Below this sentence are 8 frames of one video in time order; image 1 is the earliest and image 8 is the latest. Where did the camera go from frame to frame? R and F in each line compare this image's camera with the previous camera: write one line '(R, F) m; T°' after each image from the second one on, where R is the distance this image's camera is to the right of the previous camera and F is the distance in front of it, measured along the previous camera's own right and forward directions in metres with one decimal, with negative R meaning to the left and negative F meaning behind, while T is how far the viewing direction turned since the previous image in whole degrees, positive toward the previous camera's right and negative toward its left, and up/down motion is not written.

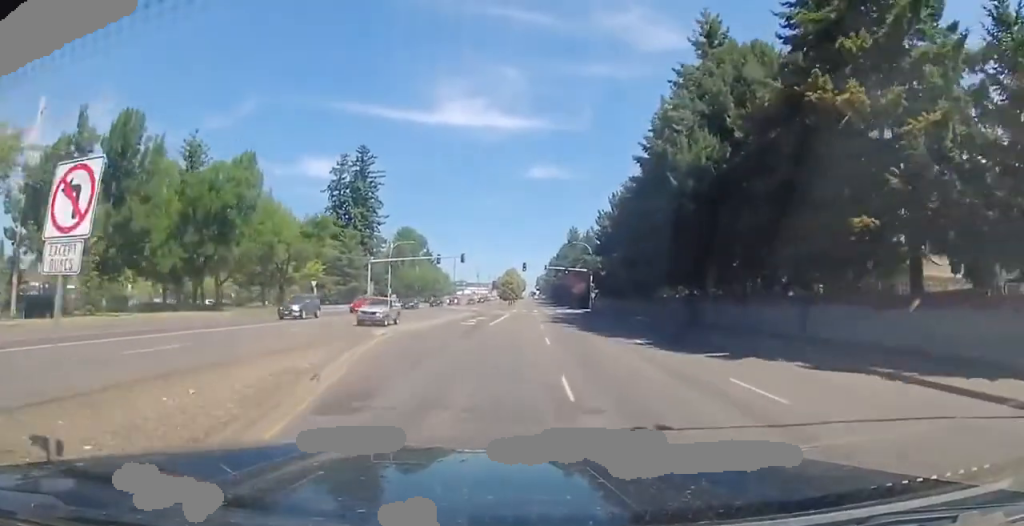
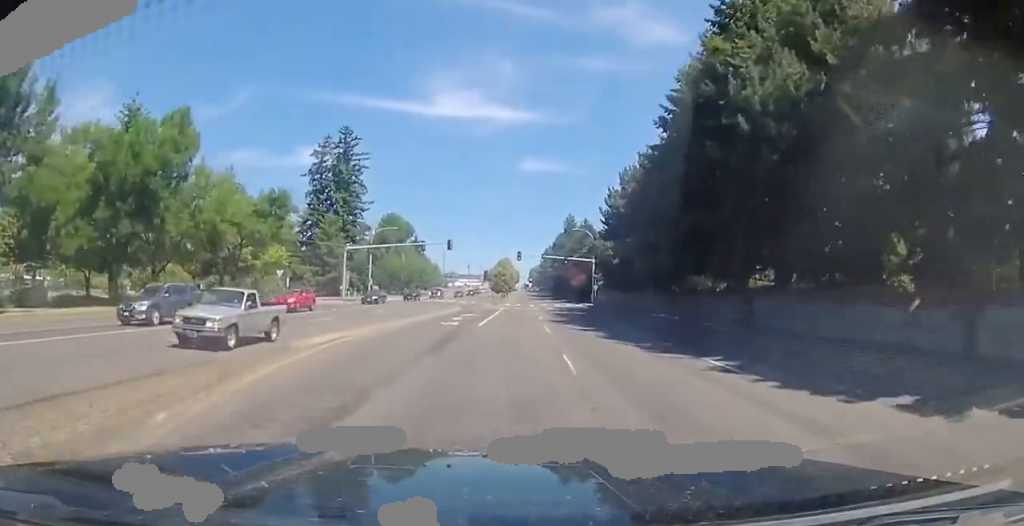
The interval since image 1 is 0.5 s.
(-0.2, +9.4) m; 0°
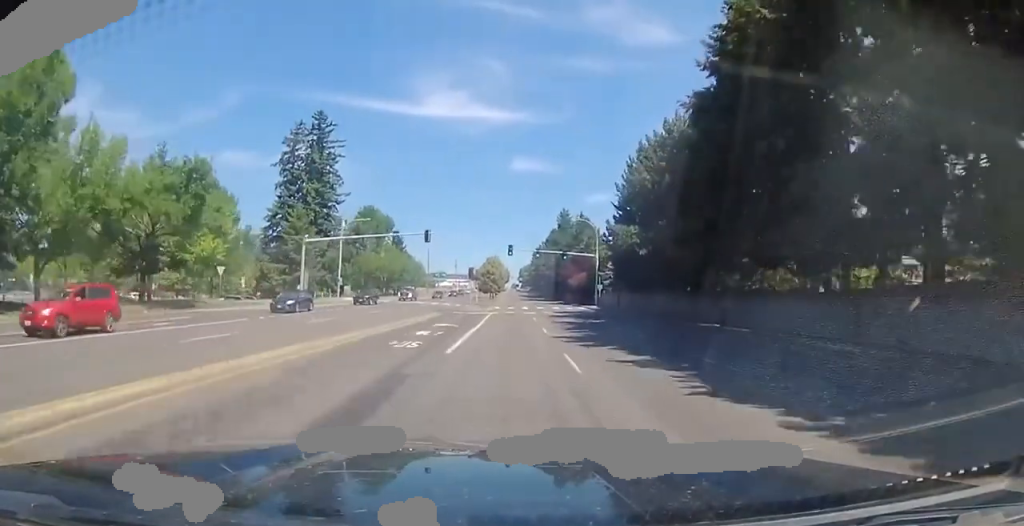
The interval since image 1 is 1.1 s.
(+0.3, +12.3) m; +1°
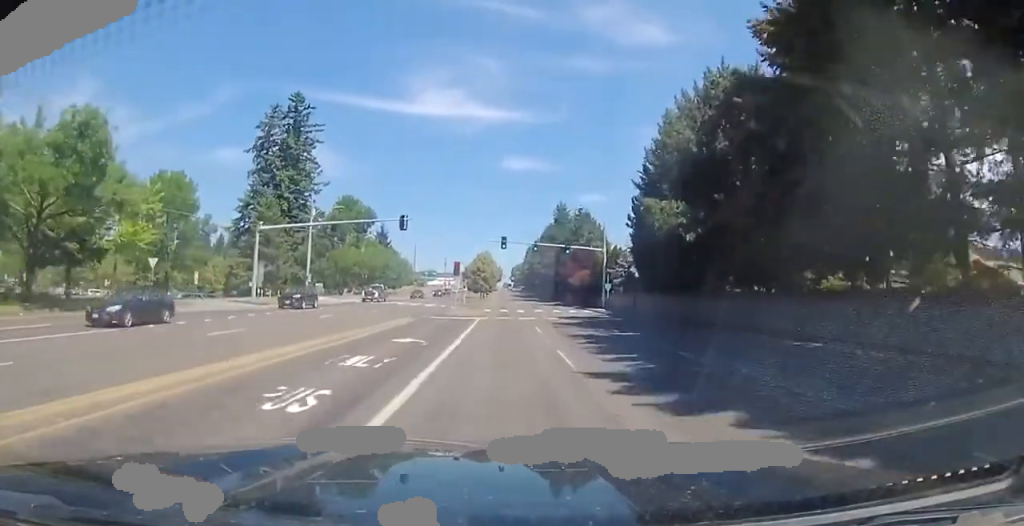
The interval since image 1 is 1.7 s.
(+0.1, +10.5) m; +1°
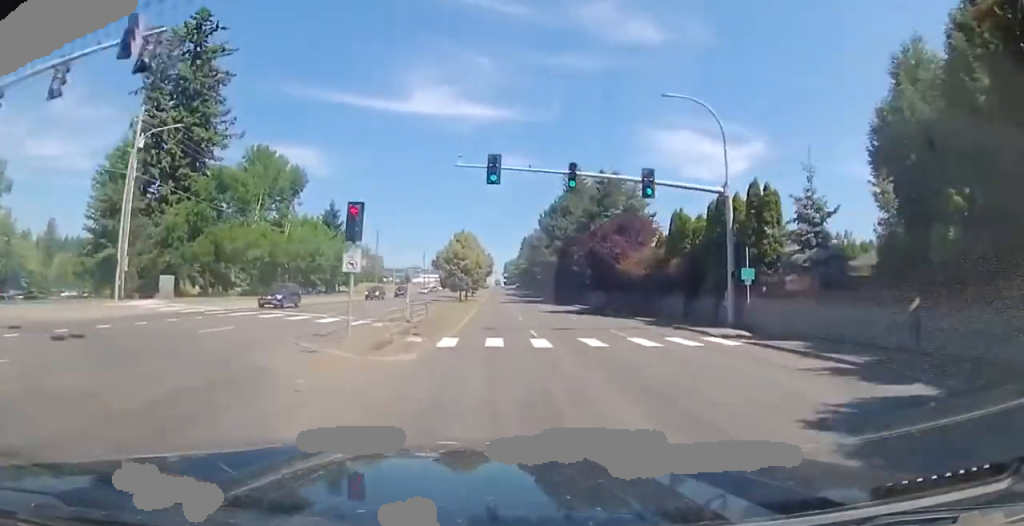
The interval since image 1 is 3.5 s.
(+1.2, +37.0) m; +1°
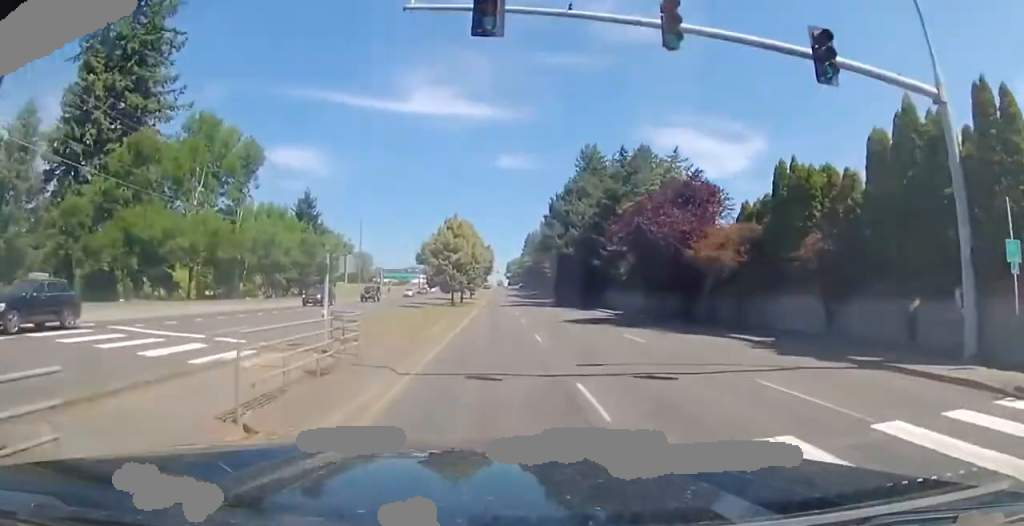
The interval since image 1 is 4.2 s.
(-0.5, +15.2) m; -2°
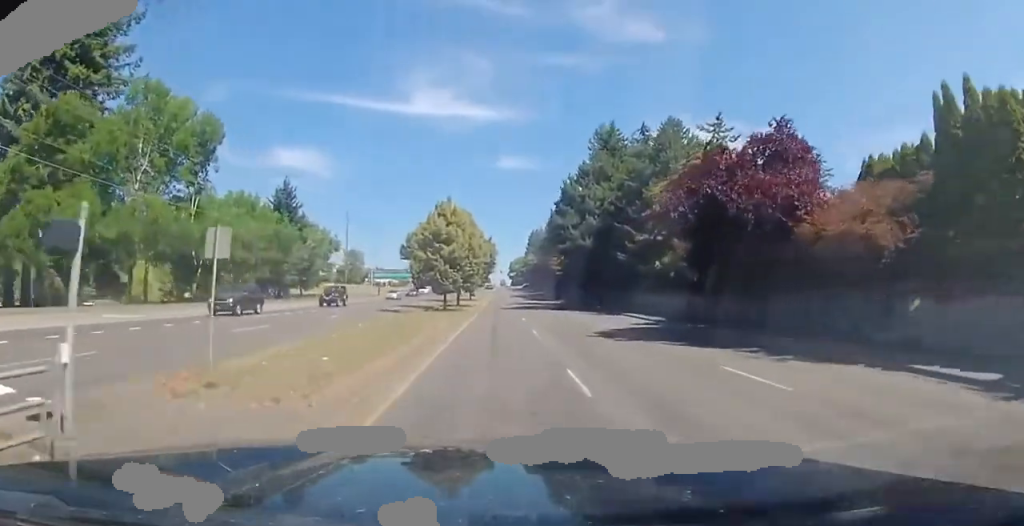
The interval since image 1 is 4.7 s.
(-0.1, +10.4) m; 0°
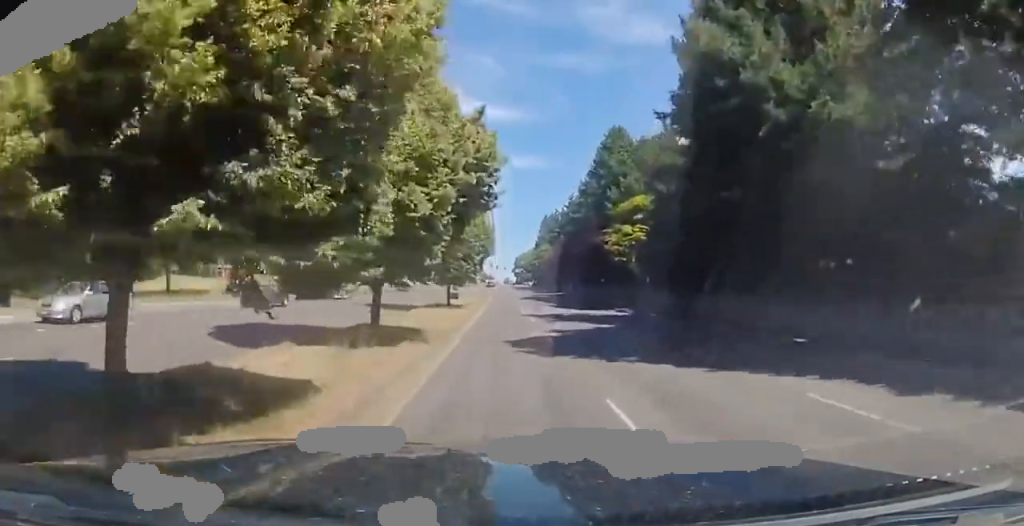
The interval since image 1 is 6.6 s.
(+0.7, +40.3) m; +2°
